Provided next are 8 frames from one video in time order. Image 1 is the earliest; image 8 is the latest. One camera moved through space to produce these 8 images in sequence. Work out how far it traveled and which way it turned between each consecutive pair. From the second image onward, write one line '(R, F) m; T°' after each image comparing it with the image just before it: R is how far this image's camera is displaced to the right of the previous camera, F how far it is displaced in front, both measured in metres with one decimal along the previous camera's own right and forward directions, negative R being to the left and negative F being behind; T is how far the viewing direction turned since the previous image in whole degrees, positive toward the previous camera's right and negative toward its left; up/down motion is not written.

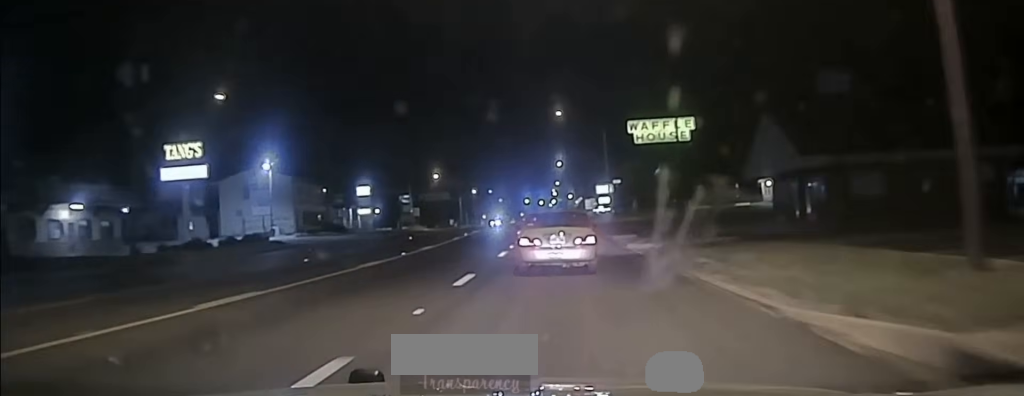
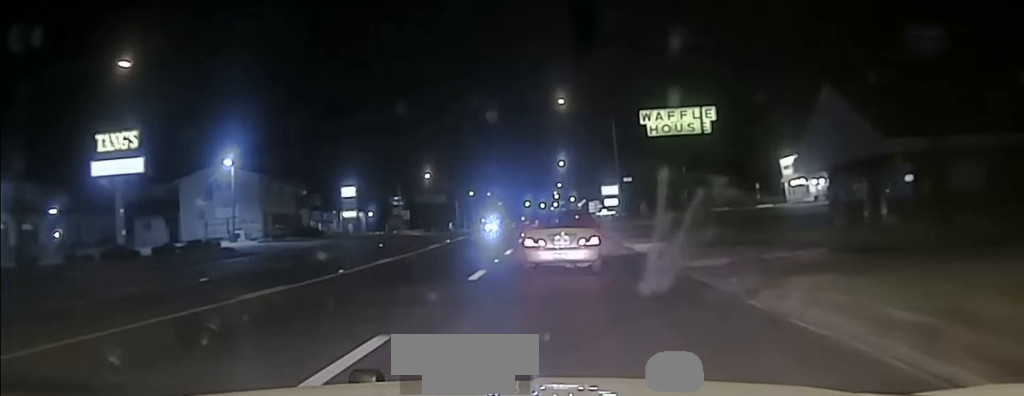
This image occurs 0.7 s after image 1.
(0.0, +10.8) m; 0°
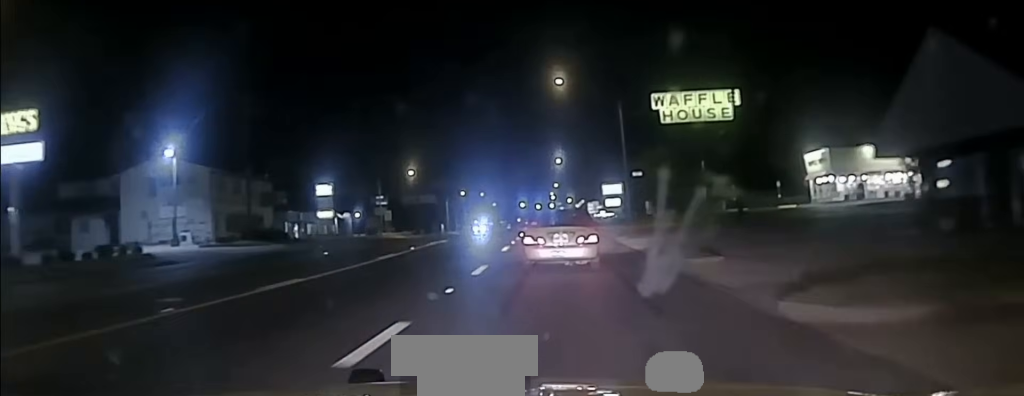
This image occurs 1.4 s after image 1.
(0.0, +10.3) m; 0°
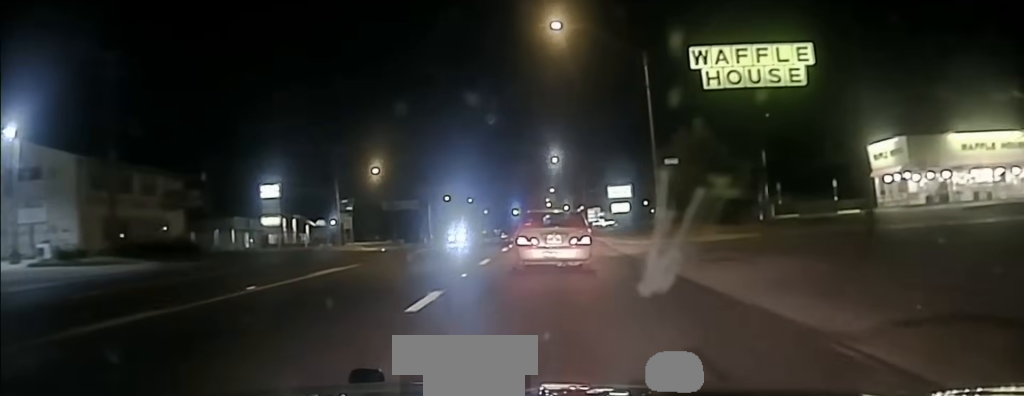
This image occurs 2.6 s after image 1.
(0.0, +19.3) m; 0°
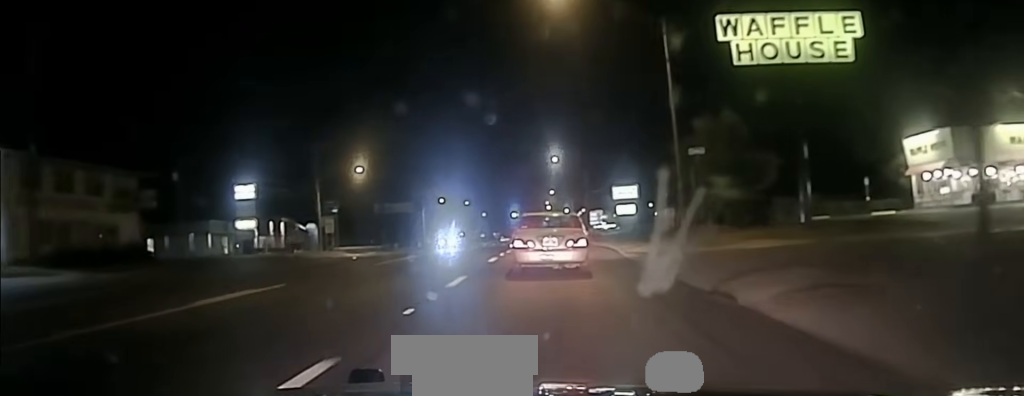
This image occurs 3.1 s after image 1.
(0.0, +7.4) m; 0°
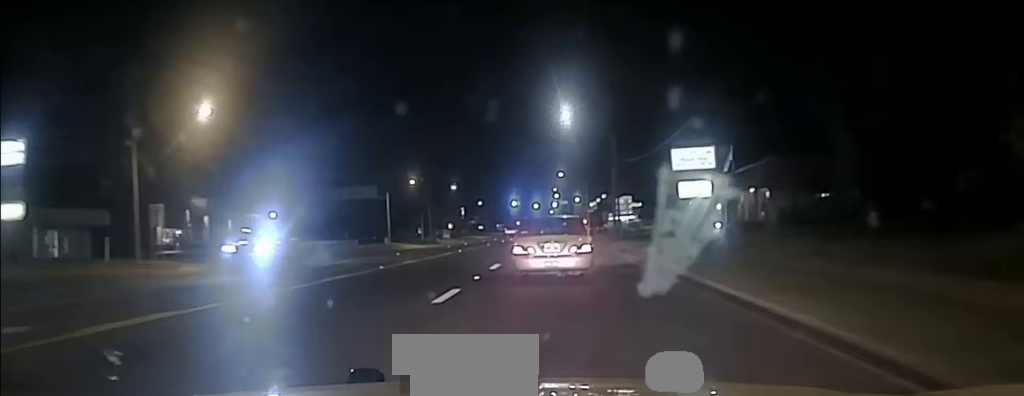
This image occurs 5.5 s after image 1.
(-0.3, +38.7) m; 0°
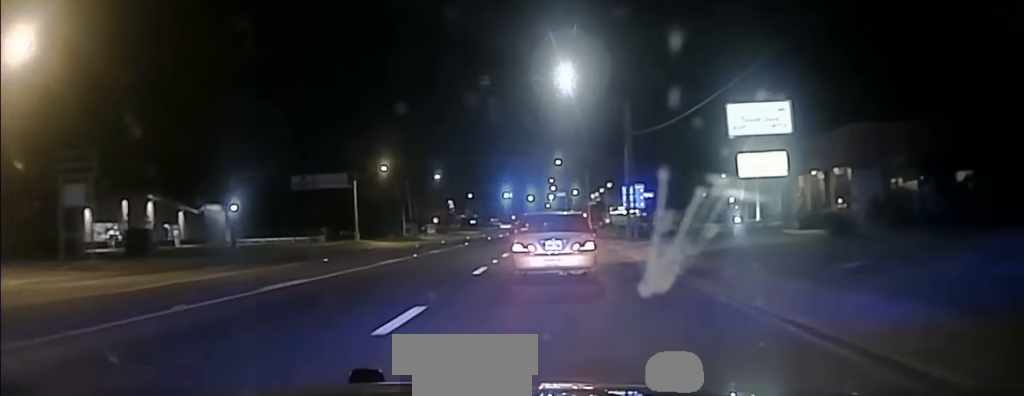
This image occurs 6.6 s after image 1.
(+0.1, +16.9) m; 0°
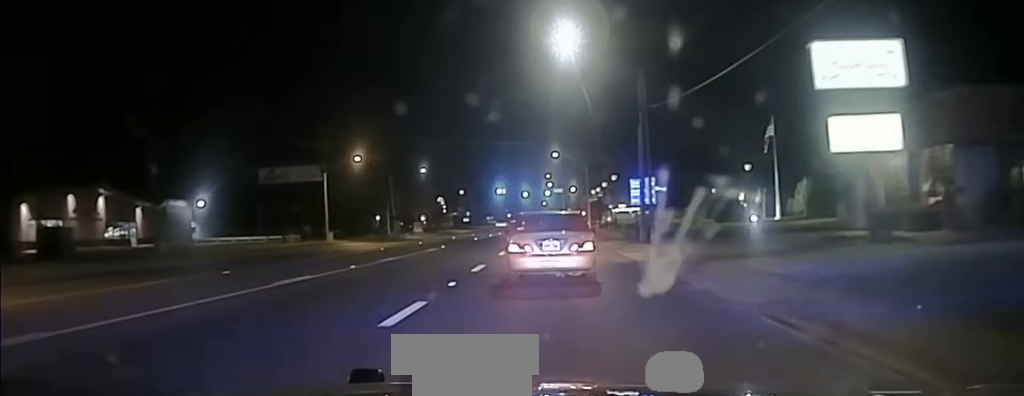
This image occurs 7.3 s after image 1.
(0.0, +11.1) m; 0°
